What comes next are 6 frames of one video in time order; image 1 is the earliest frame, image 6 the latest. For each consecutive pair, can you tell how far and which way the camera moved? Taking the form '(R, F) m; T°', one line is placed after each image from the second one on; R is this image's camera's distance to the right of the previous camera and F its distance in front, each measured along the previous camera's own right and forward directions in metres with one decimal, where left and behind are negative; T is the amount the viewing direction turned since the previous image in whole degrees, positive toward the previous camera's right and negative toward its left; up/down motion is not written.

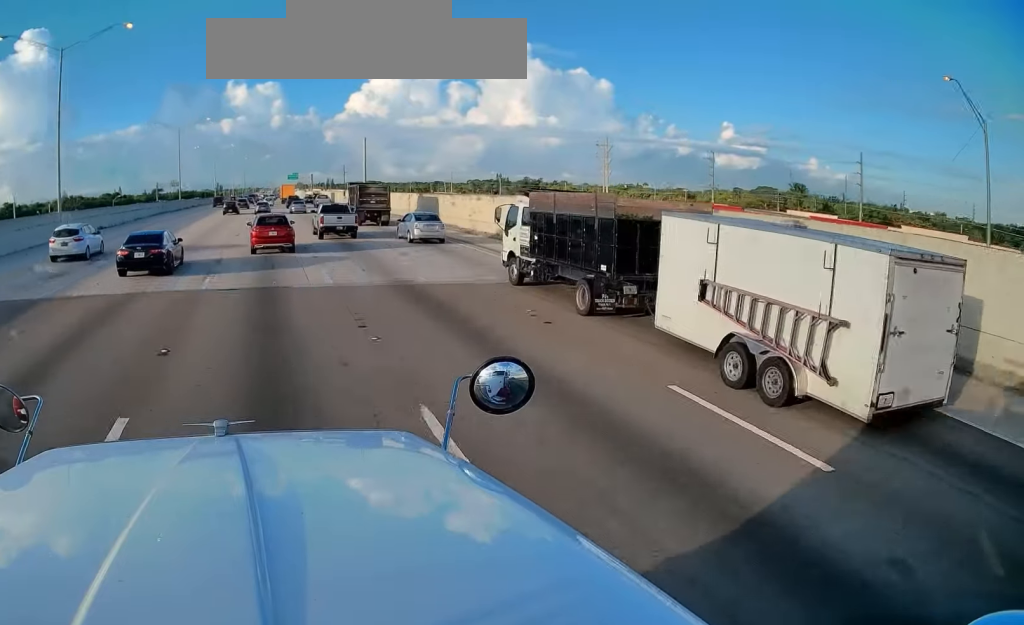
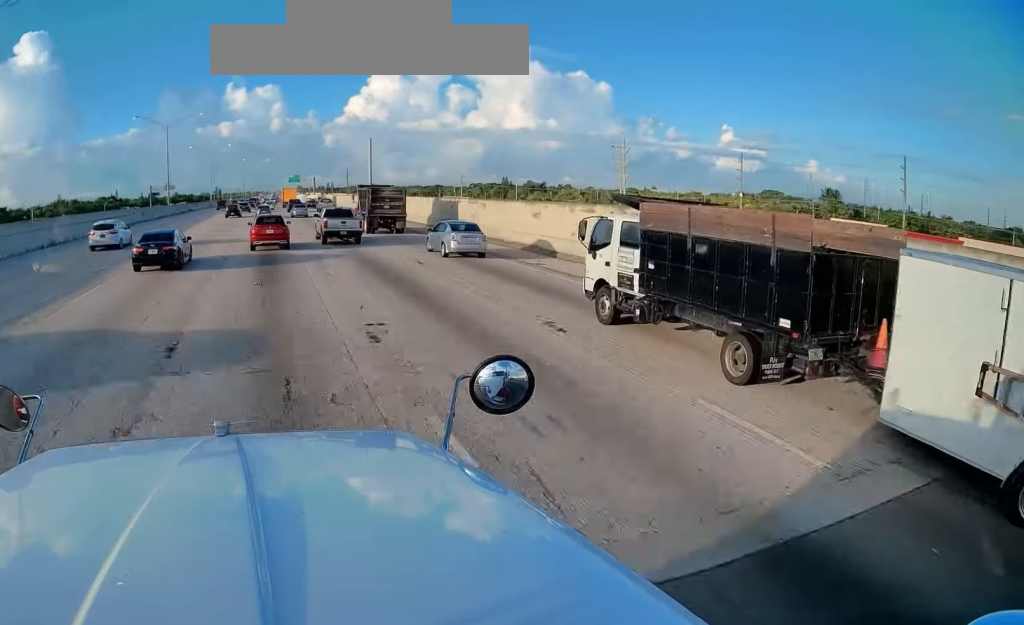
(0.0, +13.2) m; +1°
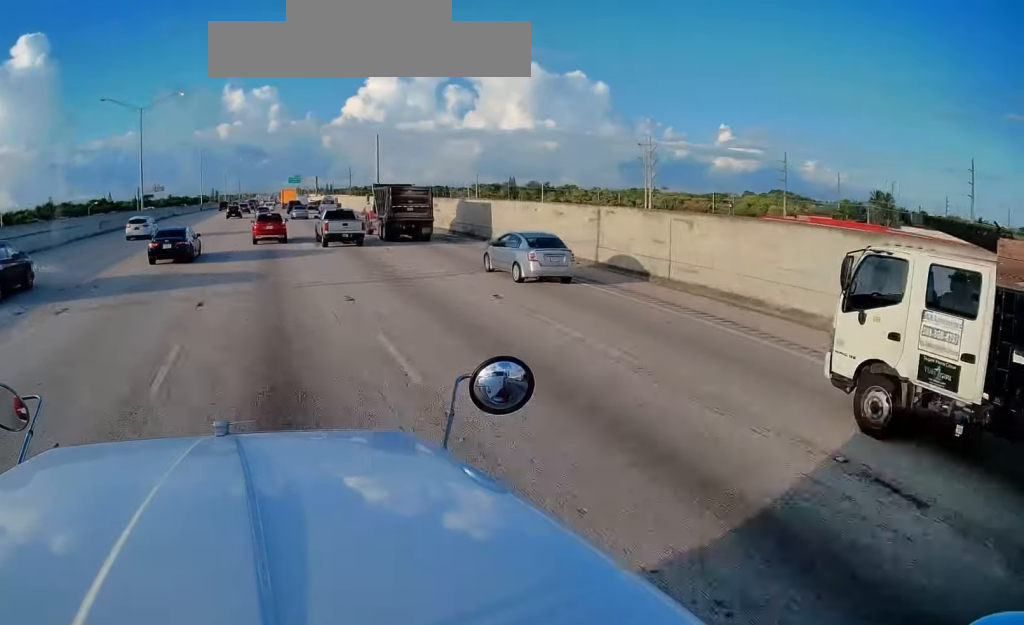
(+0.2, +18.5) m; +1°
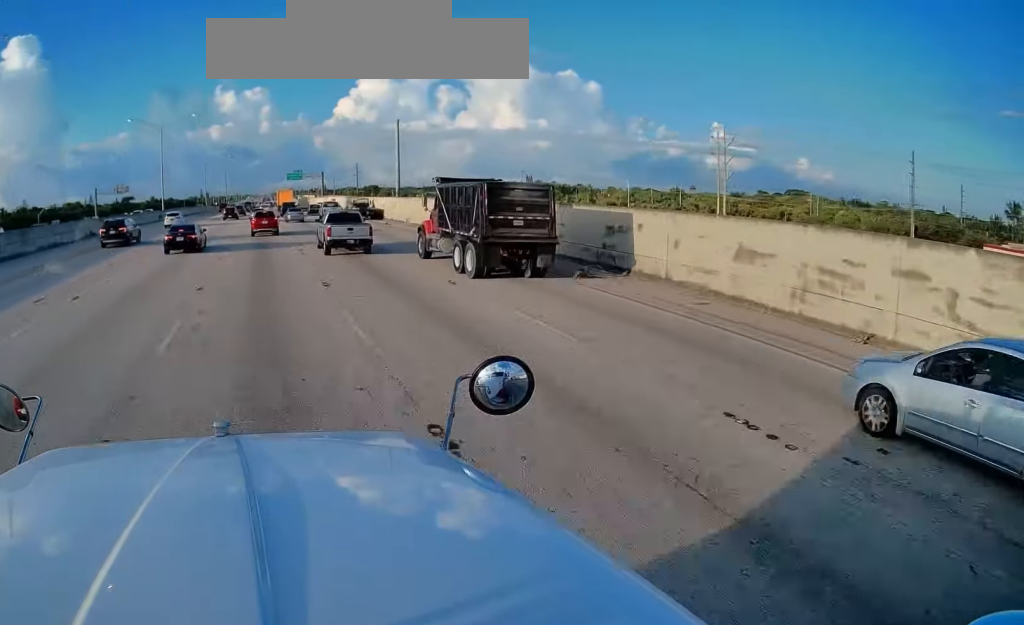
(+0.6, +49.5) m; +2°
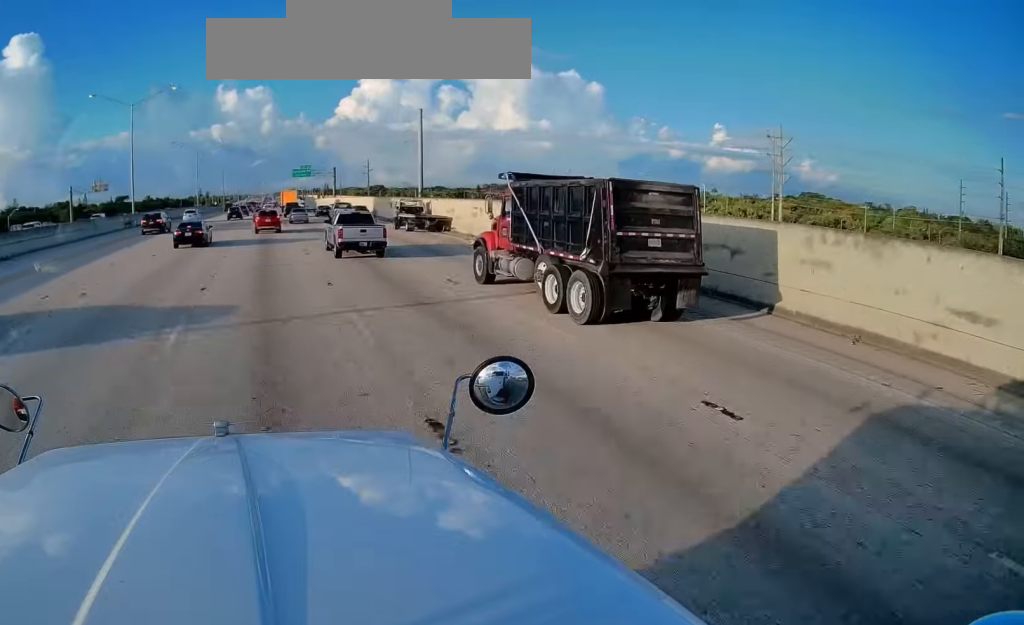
(+0.2, +26.7) m; 0°
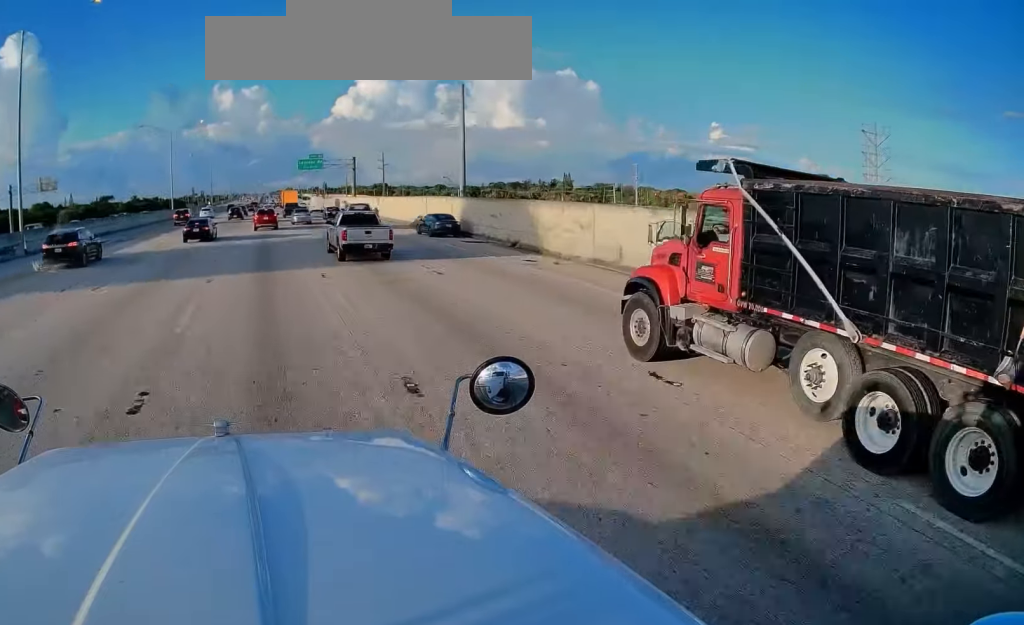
(-0.3, +38.1) m; -1°
